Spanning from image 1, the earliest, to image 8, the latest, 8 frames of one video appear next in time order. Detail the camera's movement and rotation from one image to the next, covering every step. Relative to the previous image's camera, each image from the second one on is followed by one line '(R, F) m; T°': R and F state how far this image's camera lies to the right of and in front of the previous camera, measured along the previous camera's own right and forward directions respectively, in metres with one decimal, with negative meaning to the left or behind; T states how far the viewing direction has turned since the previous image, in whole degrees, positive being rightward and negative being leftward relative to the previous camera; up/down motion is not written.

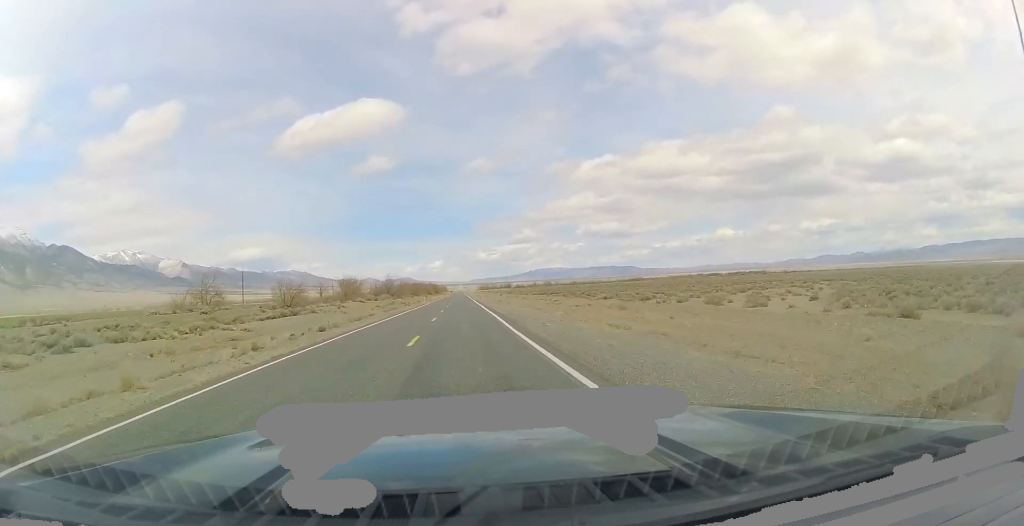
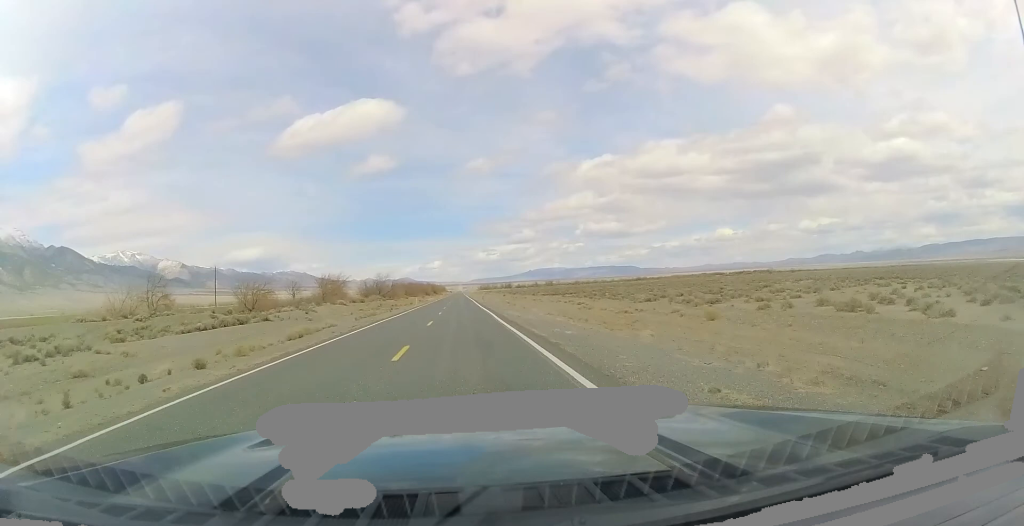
(0.0, +17.1) m; 0°
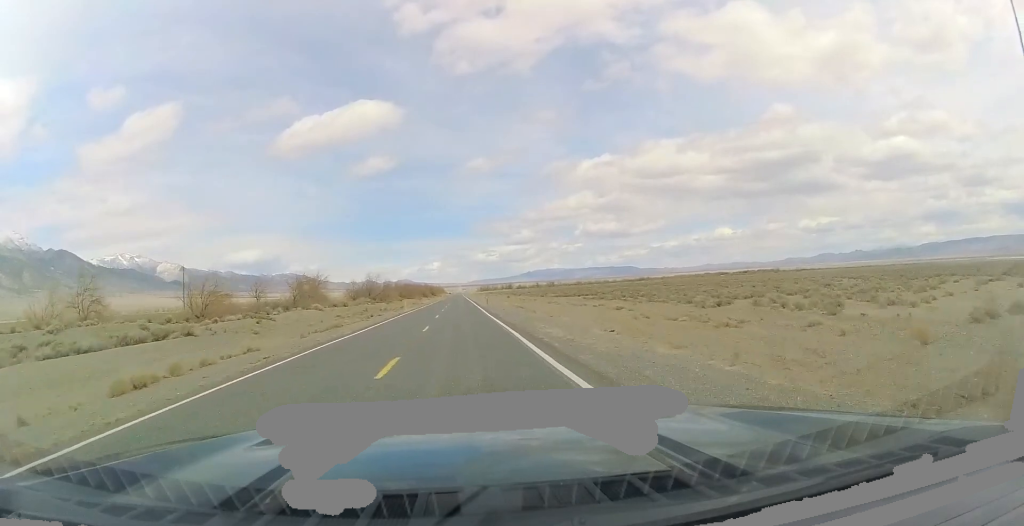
(0.0, +15.9) m; 0°
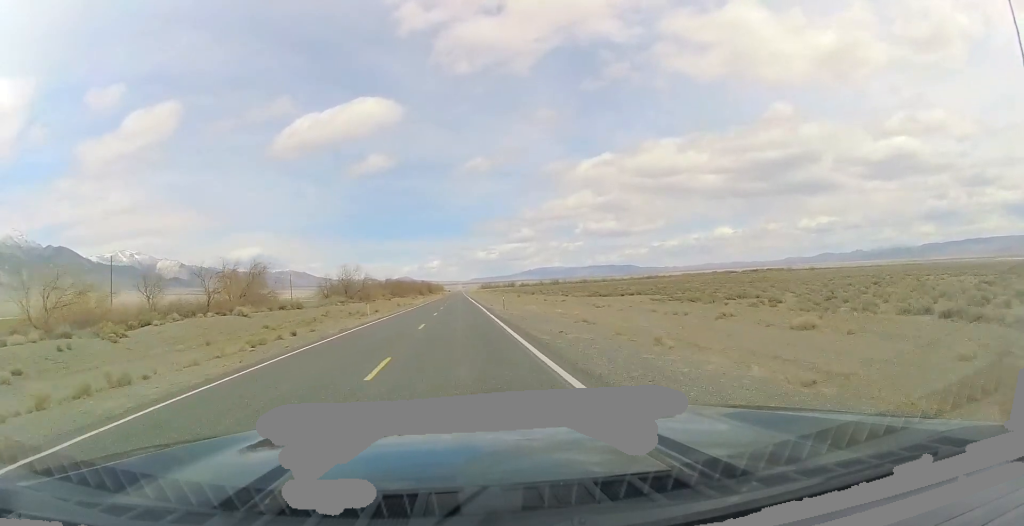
(+0.2, +27.6) m; 0°
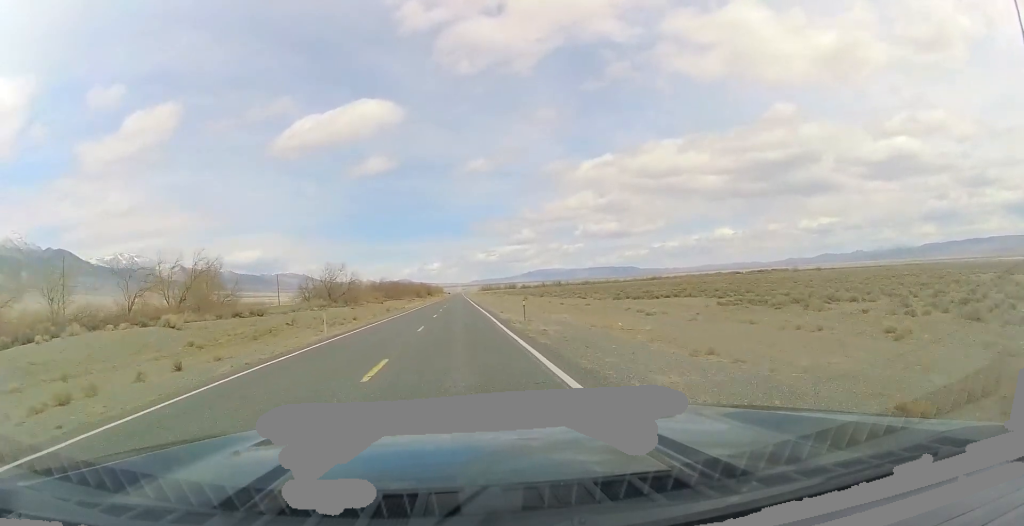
(+0.1, +13.7) m; 0°
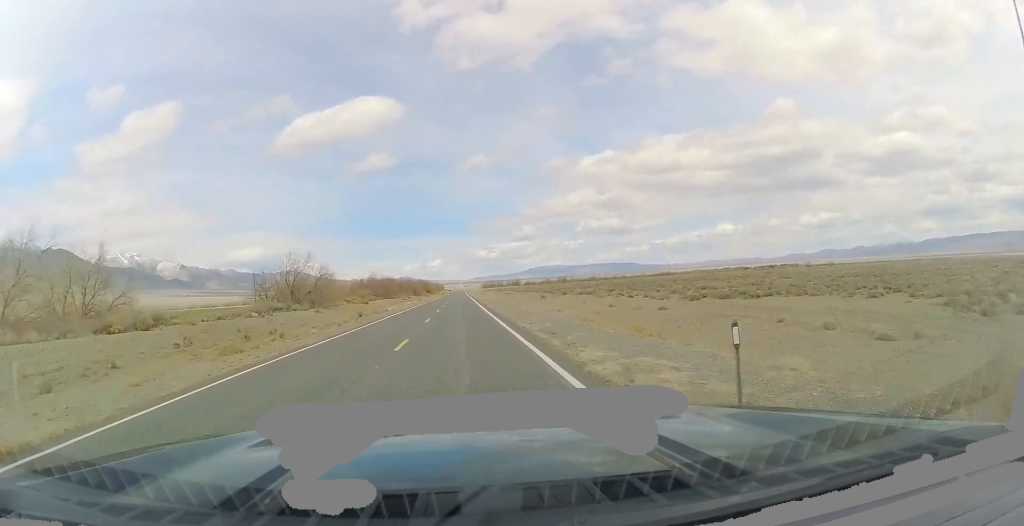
(-0.1, +22.0) m; 0°
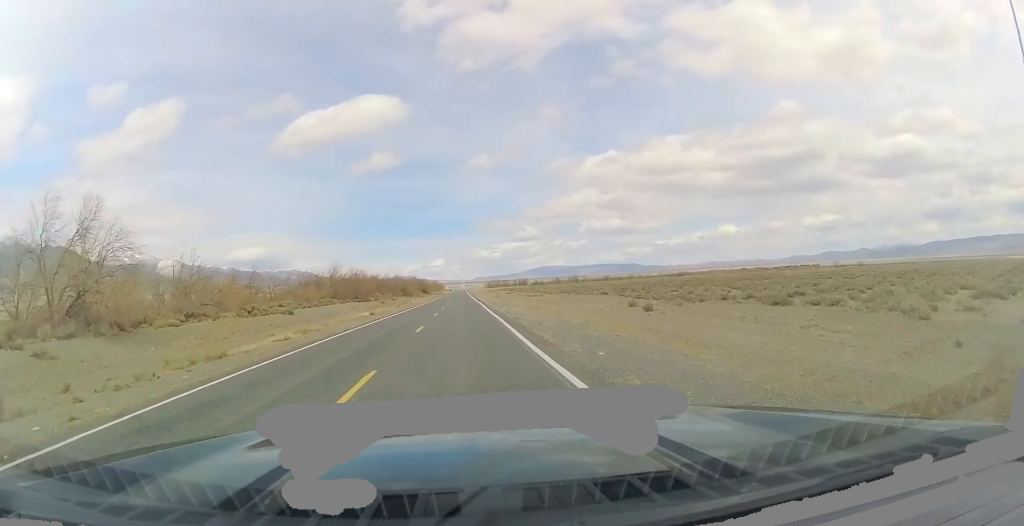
(+0.1, +48.0) m; 0°
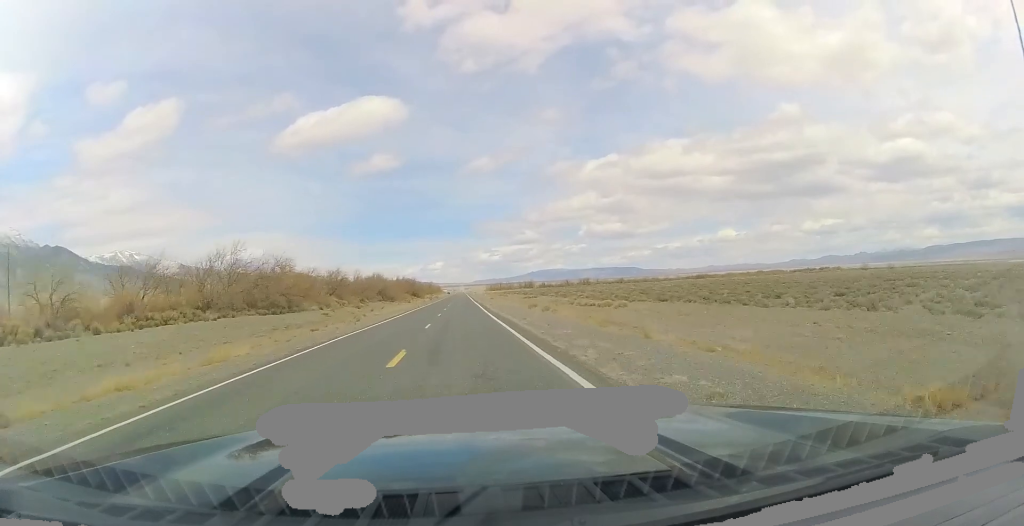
(-0.8, +49.8) m; -1°
